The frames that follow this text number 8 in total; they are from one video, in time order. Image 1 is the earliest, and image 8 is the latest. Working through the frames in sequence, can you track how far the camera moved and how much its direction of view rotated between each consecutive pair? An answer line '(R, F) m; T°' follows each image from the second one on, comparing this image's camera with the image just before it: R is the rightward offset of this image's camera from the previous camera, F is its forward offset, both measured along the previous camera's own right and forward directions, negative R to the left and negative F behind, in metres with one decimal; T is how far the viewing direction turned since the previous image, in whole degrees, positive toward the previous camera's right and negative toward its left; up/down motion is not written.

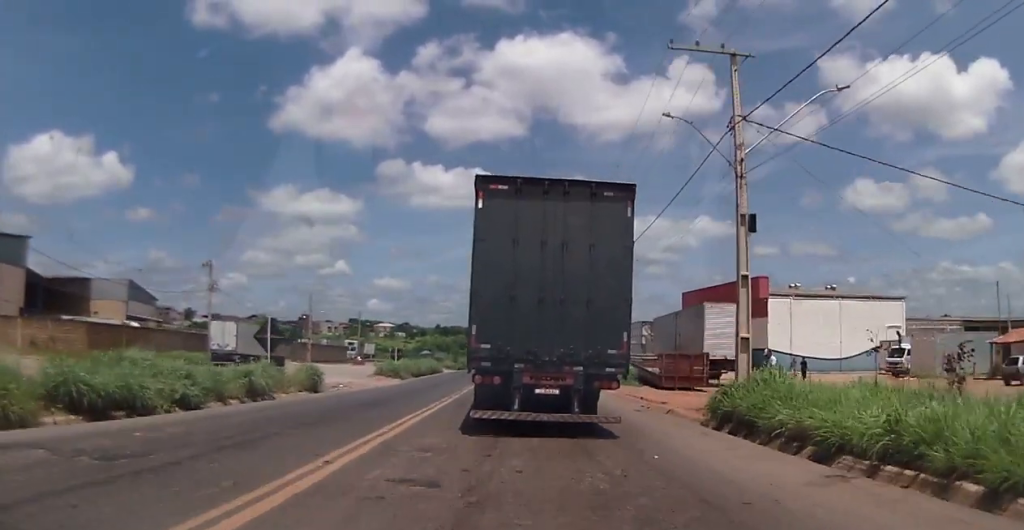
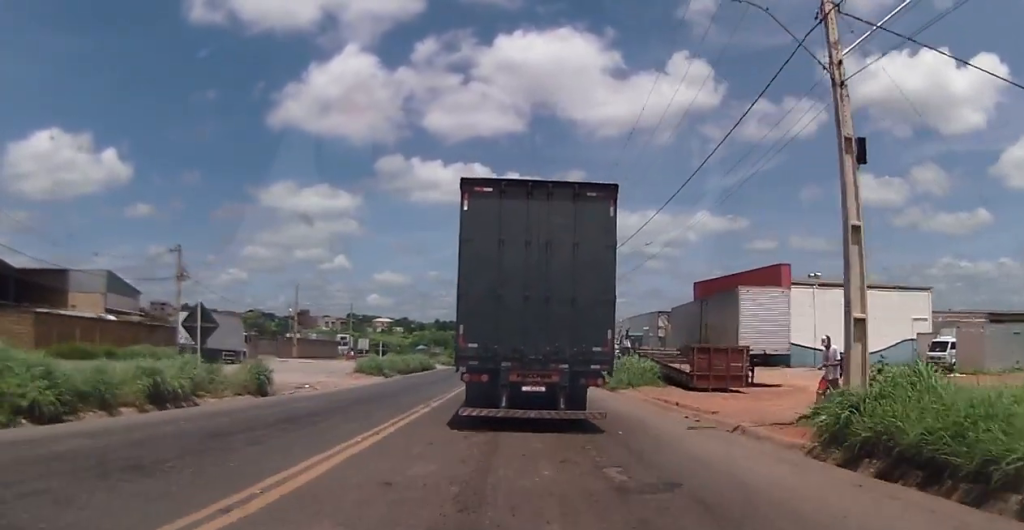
(+0.2, +6.0) m; +1°
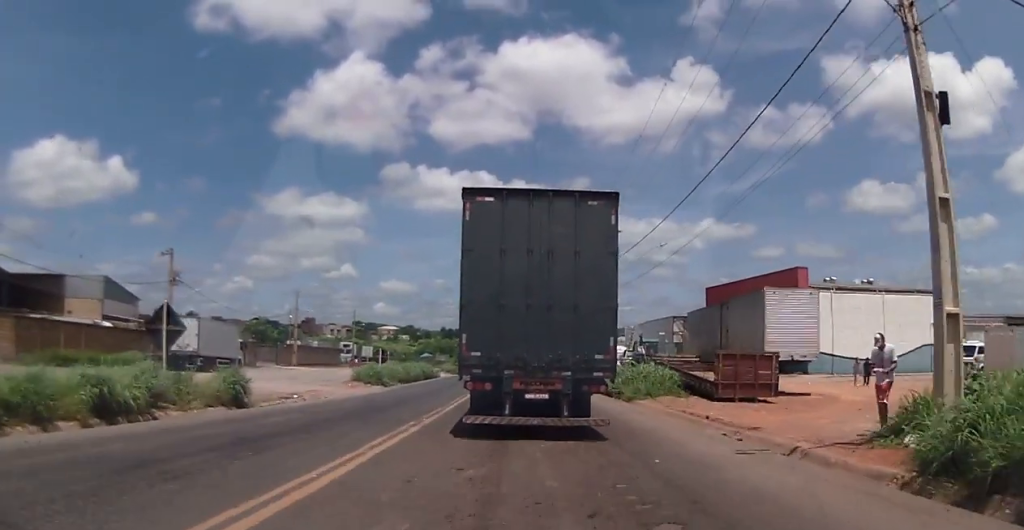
(+0.1, +2.5) m; -1°
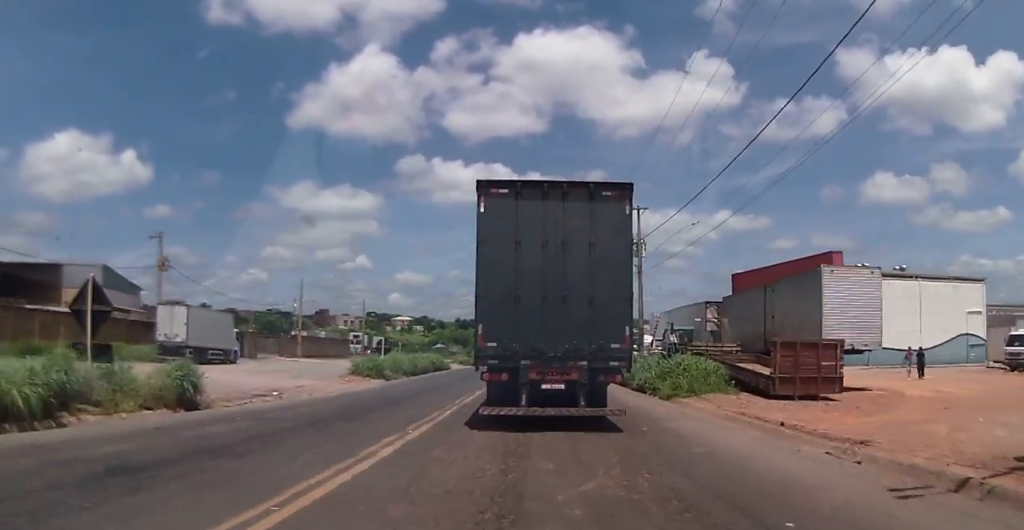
(-0.2, +4.2) m; -3°
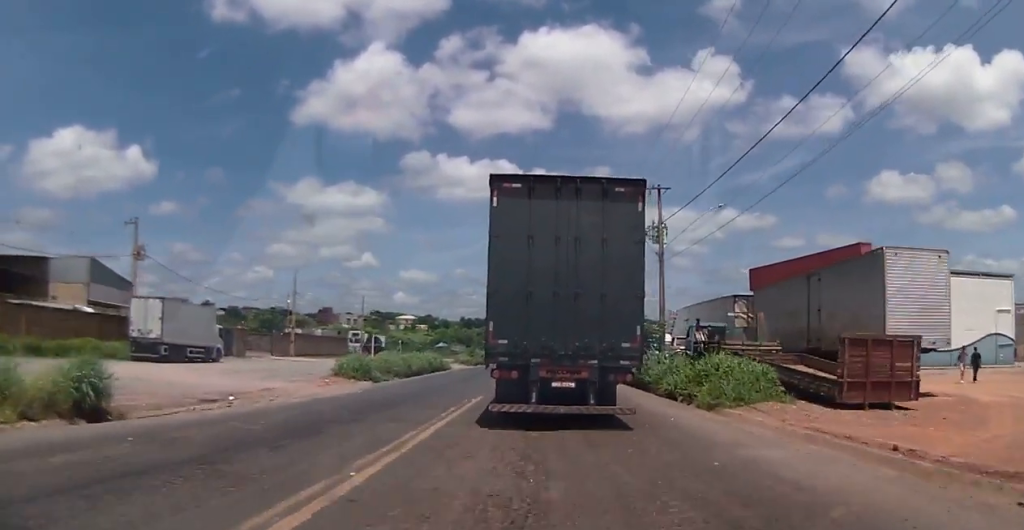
(-0.1, +4.3) m; -2°
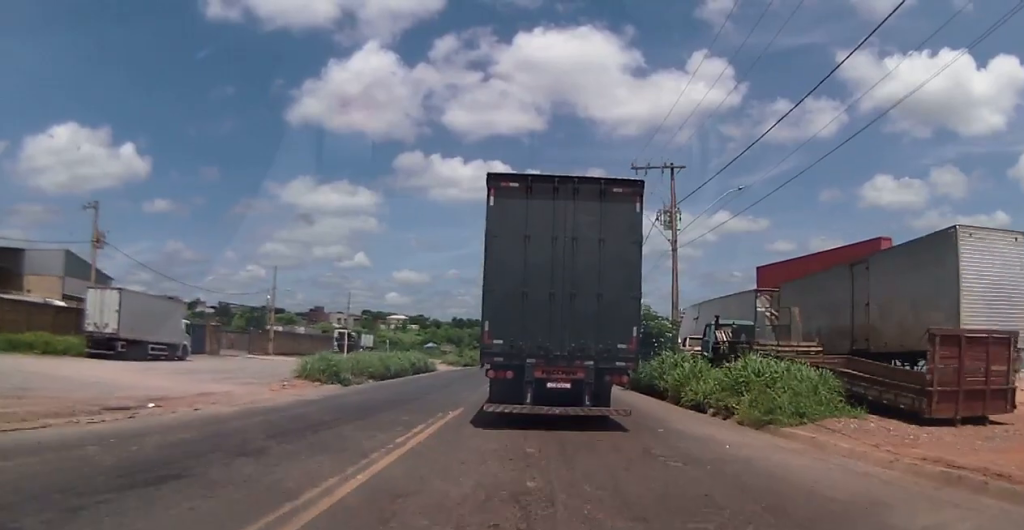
(-0.1, +4.3) m; 0°
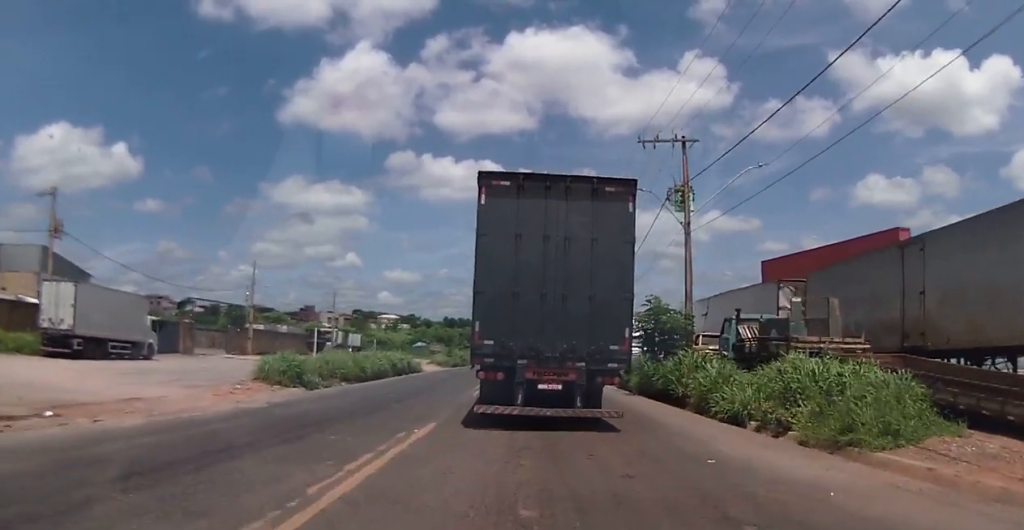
(0.0, +3.8) m; +4°
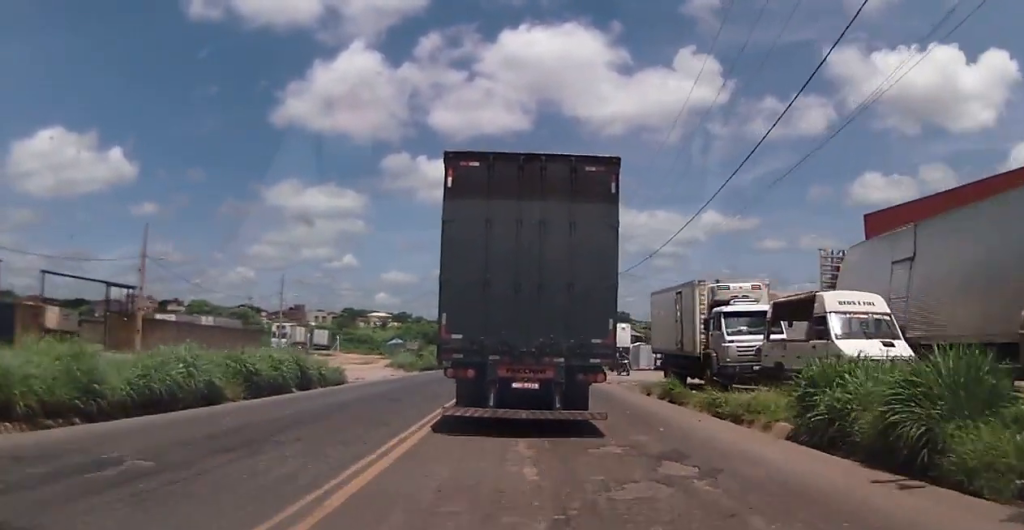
(+0.9, +21.0) m; 0°
